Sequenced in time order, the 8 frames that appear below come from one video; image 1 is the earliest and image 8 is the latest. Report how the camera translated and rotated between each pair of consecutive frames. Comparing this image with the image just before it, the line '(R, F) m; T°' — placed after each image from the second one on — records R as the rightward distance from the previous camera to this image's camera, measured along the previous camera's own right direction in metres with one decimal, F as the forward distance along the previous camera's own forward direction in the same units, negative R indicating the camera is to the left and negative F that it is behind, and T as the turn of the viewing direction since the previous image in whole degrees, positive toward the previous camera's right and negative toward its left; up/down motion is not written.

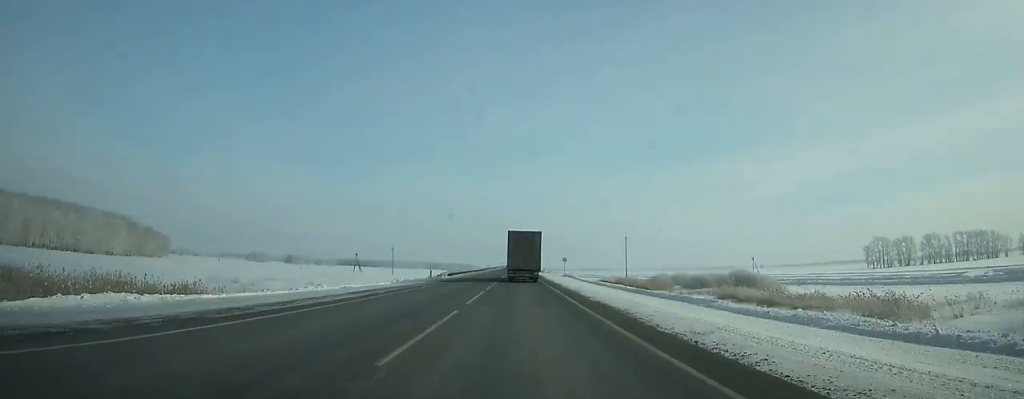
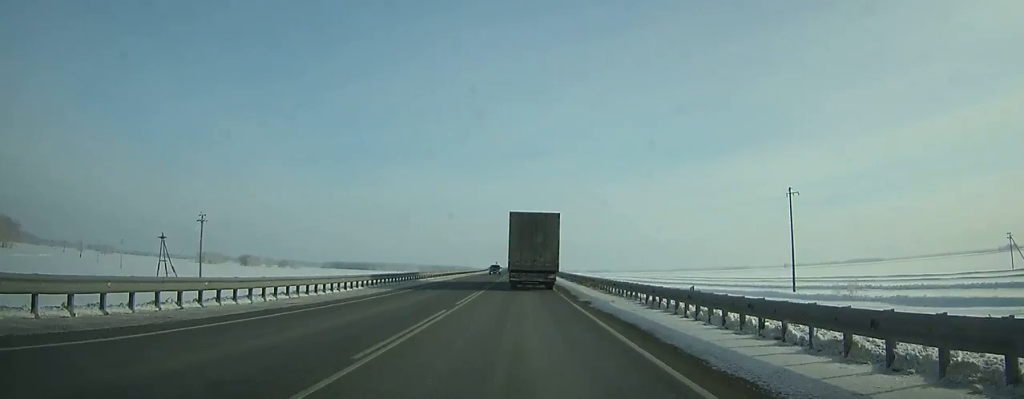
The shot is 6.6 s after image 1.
(-0.6, +170.5) m; 0°
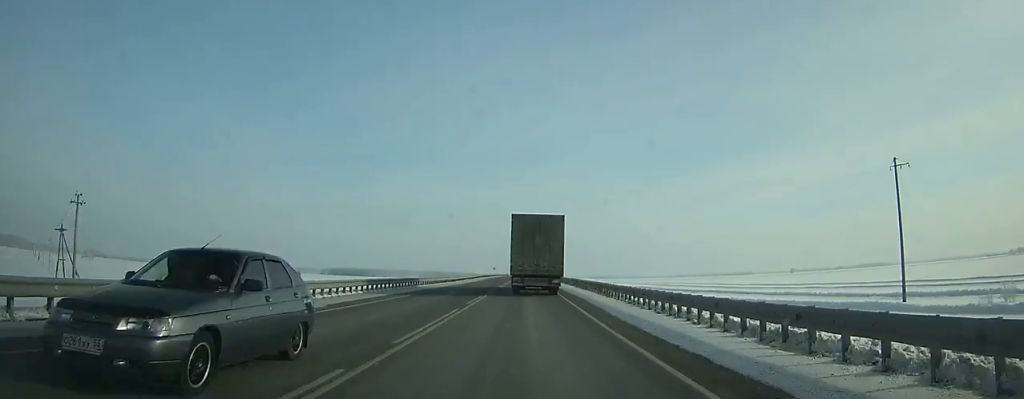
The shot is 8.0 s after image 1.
(0.0, +34.0) m; 0°
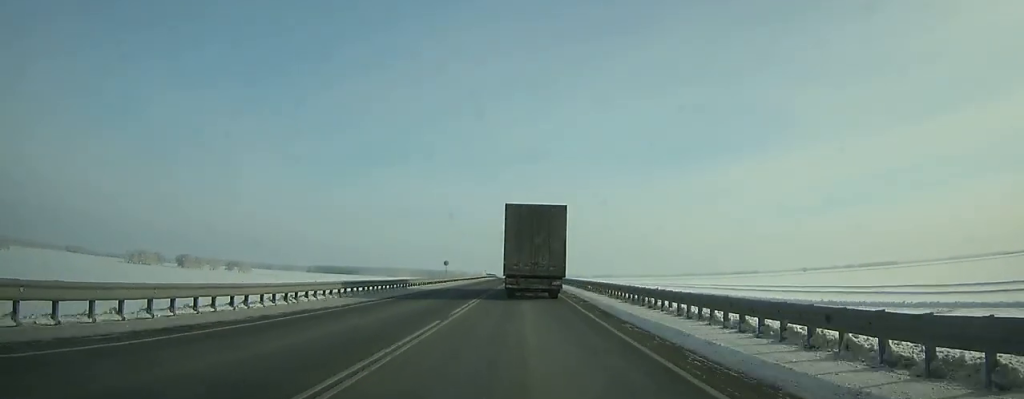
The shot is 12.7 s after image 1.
(-0.1, +111.3) m; 0°
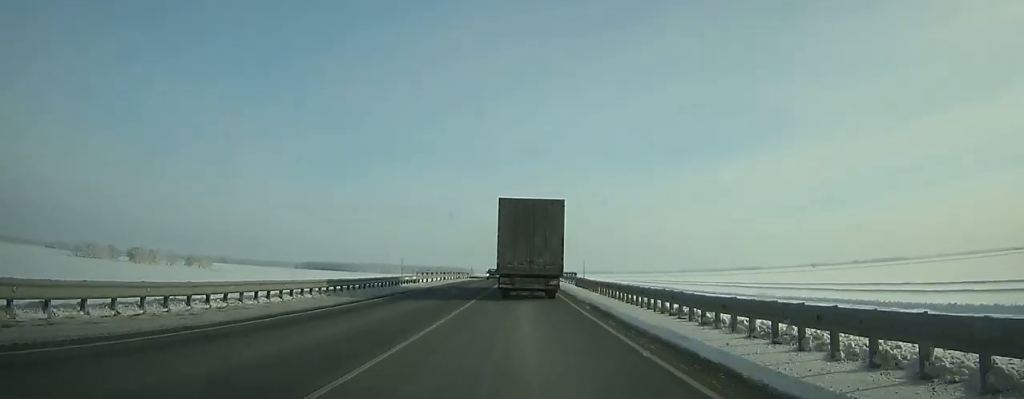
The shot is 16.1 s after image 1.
(+0.2, +79.7) m; 0°
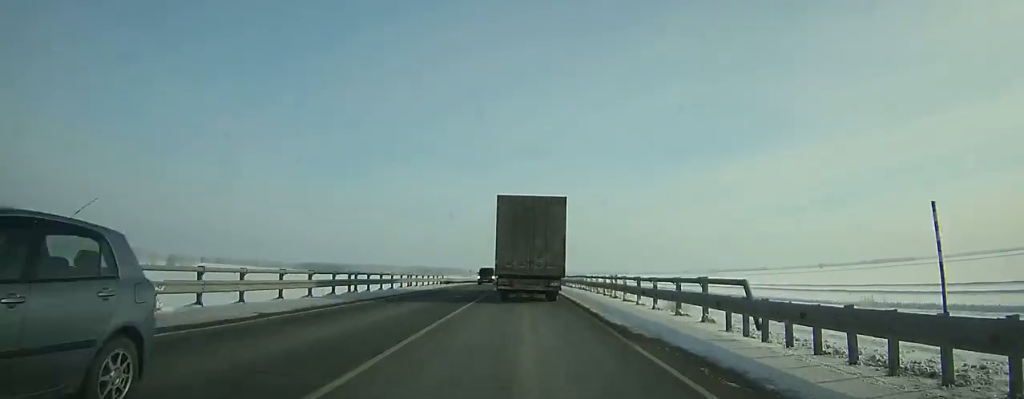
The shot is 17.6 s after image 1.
(0.0, +35.2) m; 0°
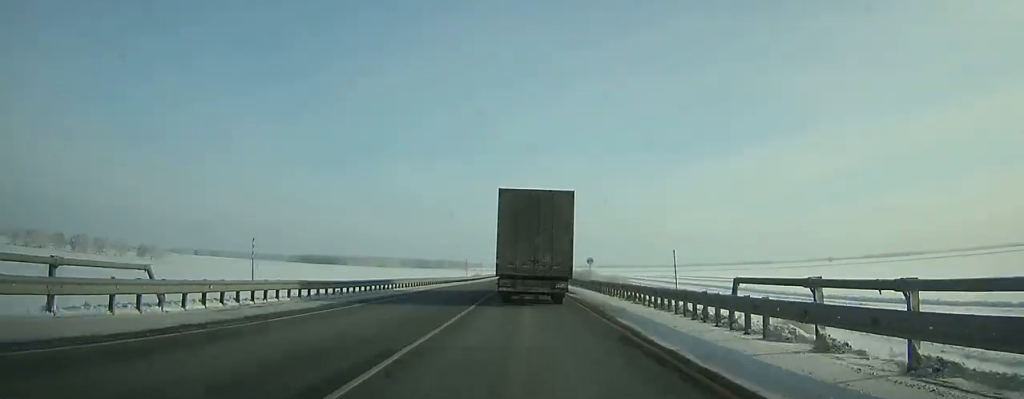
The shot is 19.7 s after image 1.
(0.0, +49.2) m; 0°
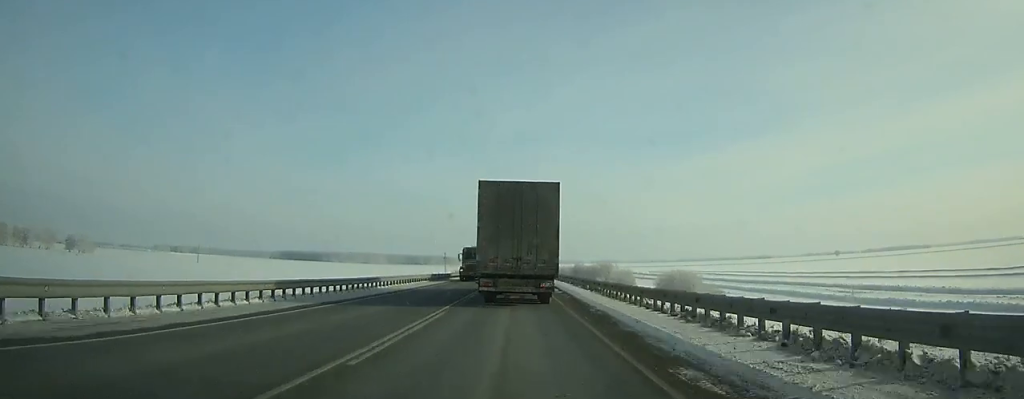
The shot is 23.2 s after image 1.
(+0.1, +81.8) m; 0°
